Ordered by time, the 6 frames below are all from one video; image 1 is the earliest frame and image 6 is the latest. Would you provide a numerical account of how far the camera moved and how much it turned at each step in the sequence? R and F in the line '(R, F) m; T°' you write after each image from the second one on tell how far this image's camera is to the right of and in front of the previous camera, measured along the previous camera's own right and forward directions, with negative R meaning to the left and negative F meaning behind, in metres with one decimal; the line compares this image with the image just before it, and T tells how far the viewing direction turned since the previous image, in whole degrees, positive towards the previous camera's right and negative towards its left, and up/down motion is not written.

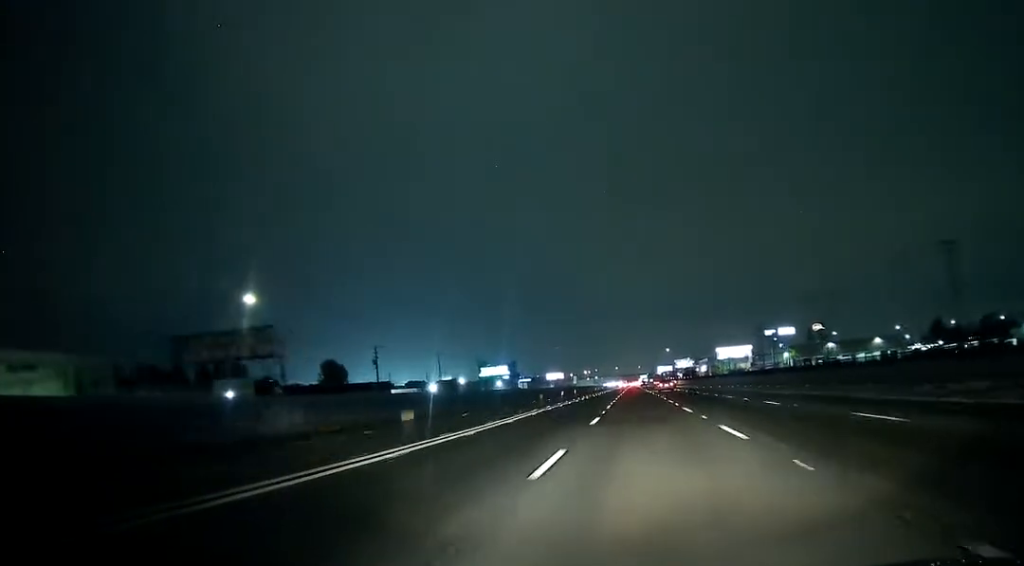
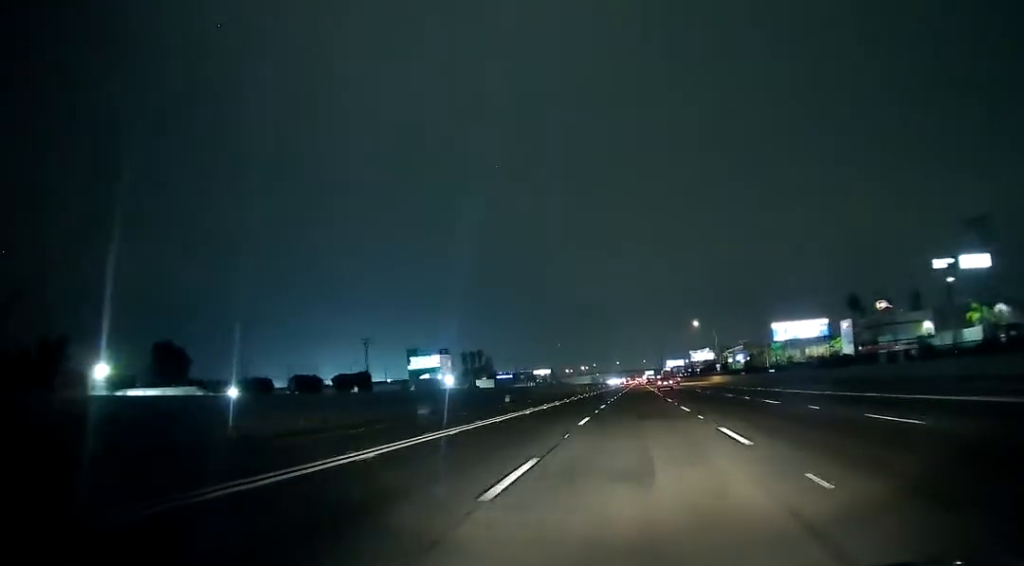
(-1.2, +119.2) m; -1°
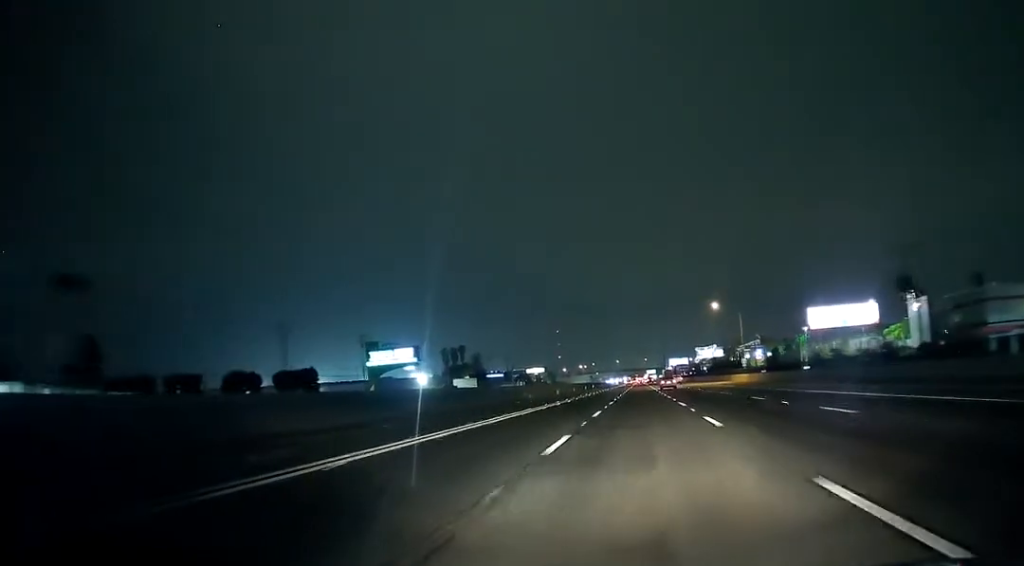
(-0.2, +38.8) m; 0°
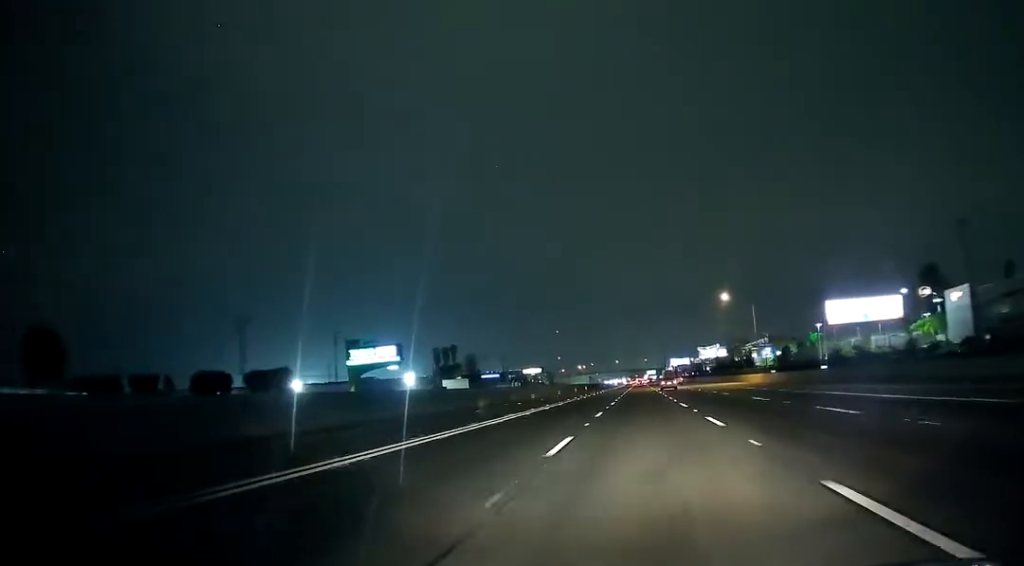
(0.0, +15.4) m; 0°
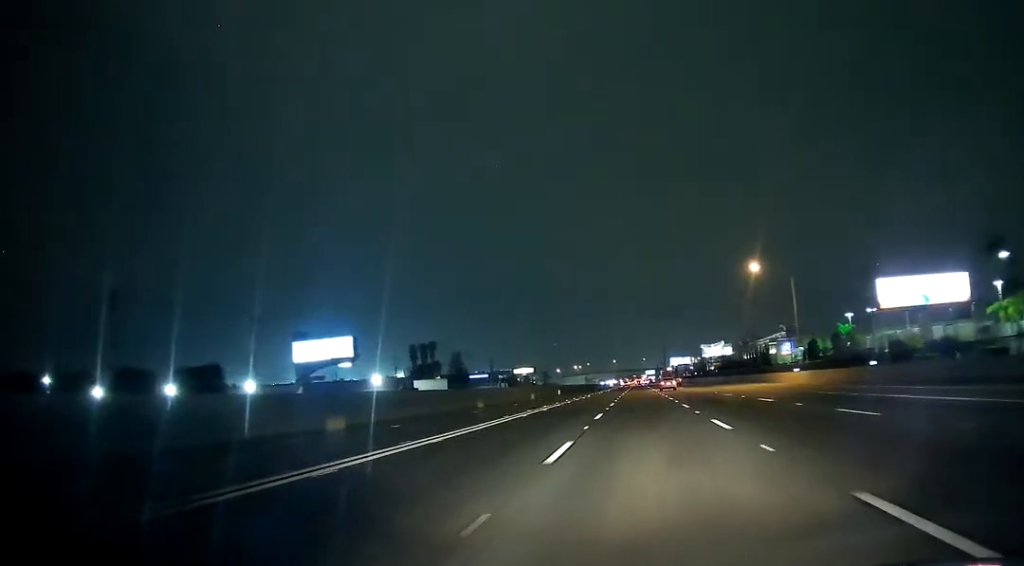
(+0.1, +29.7) m; 0°
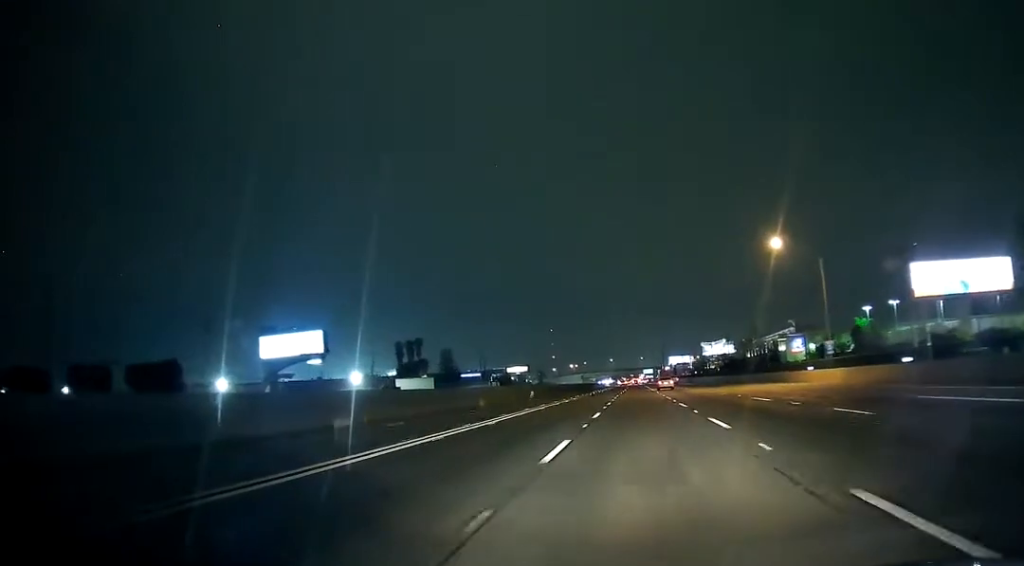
(0.0, +15.4) m; 0°
